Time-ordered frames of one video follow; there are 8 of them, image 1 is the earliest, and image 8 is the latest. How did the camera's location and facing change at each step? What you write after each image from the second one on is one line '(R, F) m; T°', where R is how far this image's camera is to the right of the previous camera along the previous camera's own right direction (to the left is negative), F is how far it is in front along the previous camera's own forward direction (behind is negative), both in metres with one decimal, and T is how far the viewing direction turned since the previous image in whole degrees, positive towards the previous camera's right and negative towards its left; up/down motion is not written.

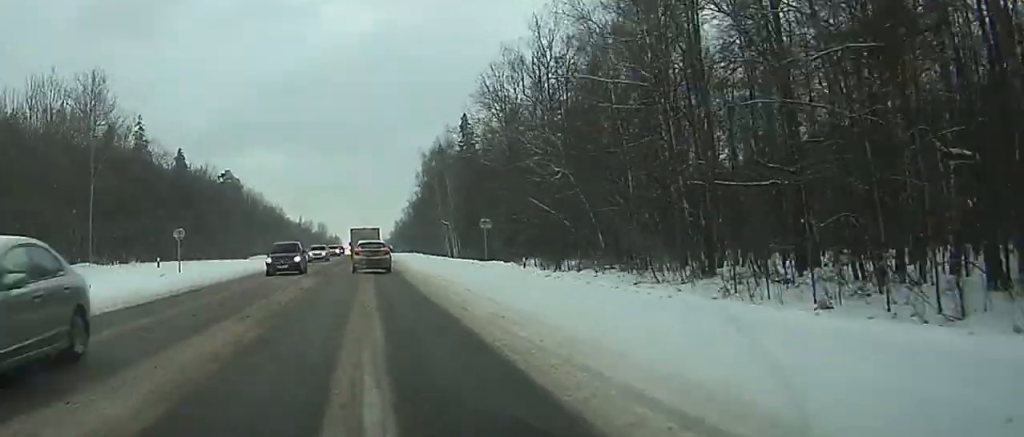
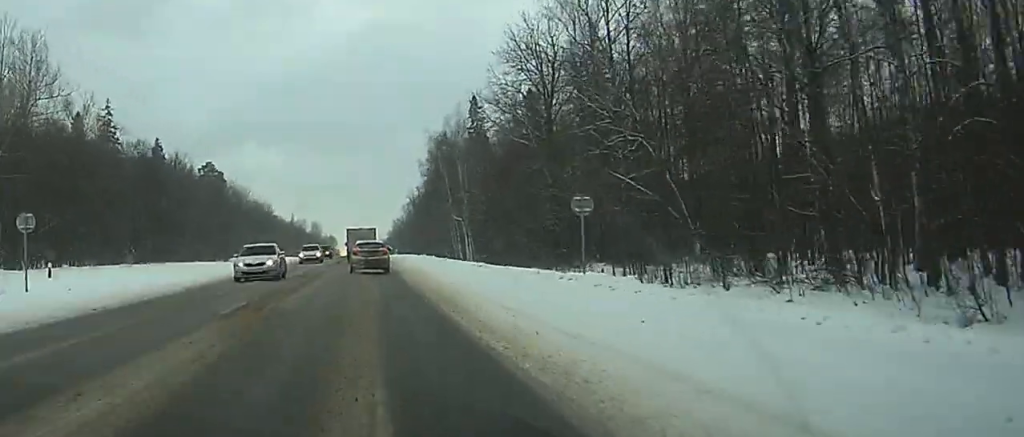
(-0.1, +26.3) m; 0°
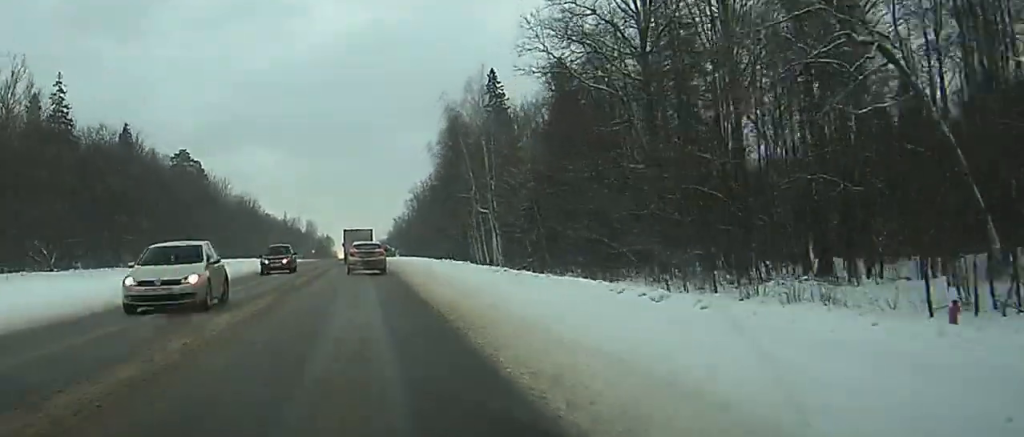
(0.0, +30.4) m; 0°
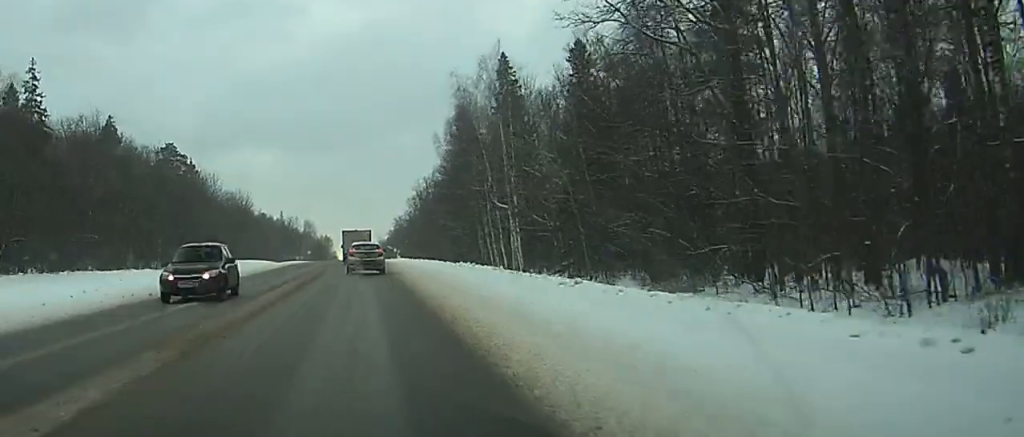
(0.0, +13.2) m; 0°
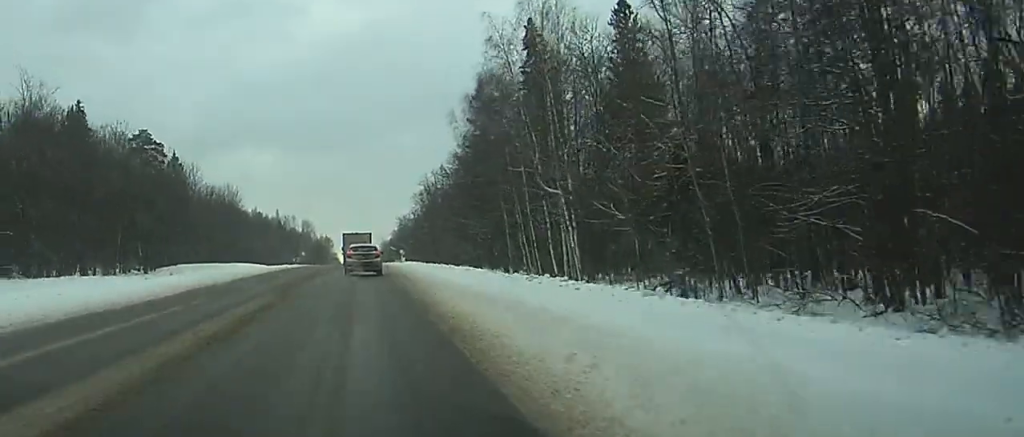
(+0.1, +22.0) m; 0°
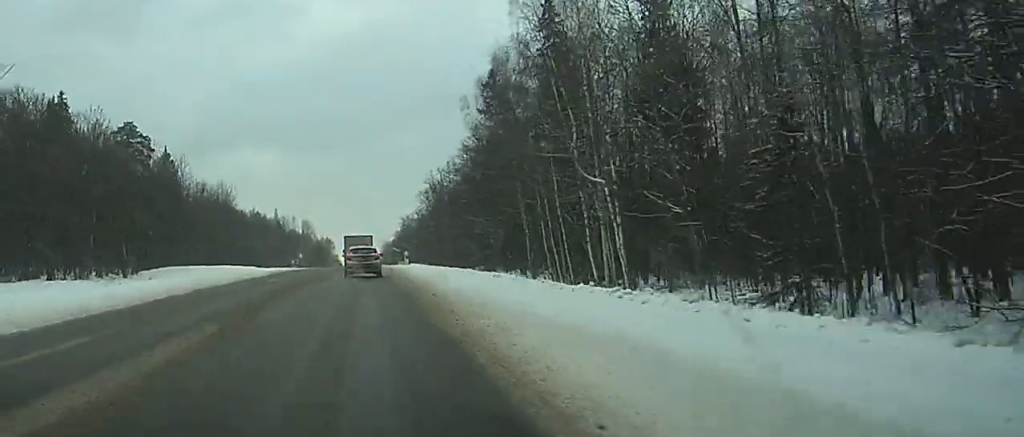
(0.0, +10.5) m; 0°
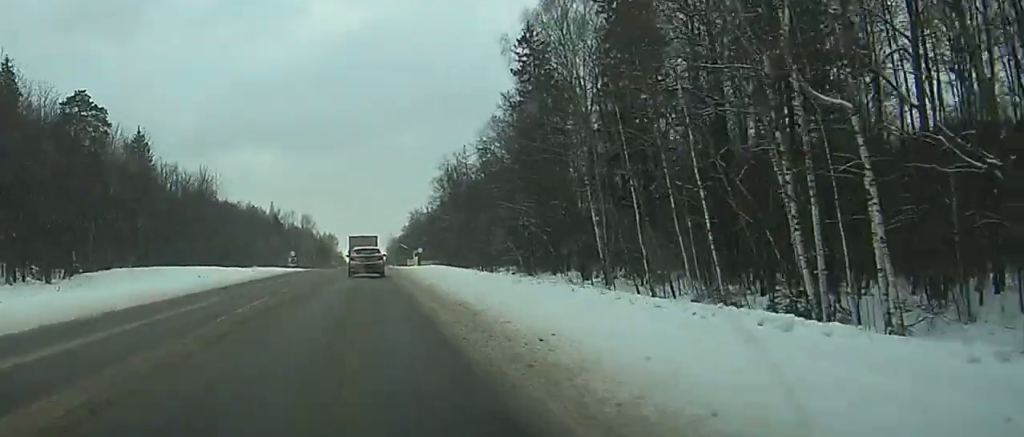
(-0.1, +25.8) m; -1°
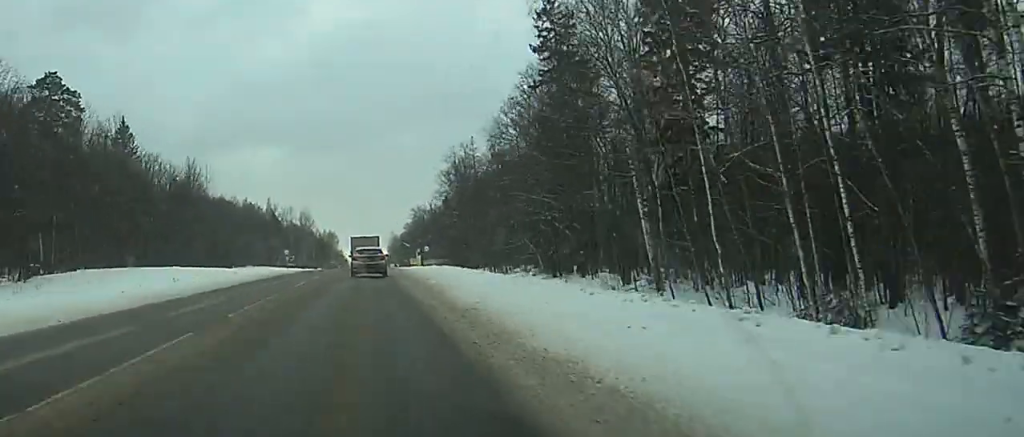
(-0.1, +11.2) m; 0°
